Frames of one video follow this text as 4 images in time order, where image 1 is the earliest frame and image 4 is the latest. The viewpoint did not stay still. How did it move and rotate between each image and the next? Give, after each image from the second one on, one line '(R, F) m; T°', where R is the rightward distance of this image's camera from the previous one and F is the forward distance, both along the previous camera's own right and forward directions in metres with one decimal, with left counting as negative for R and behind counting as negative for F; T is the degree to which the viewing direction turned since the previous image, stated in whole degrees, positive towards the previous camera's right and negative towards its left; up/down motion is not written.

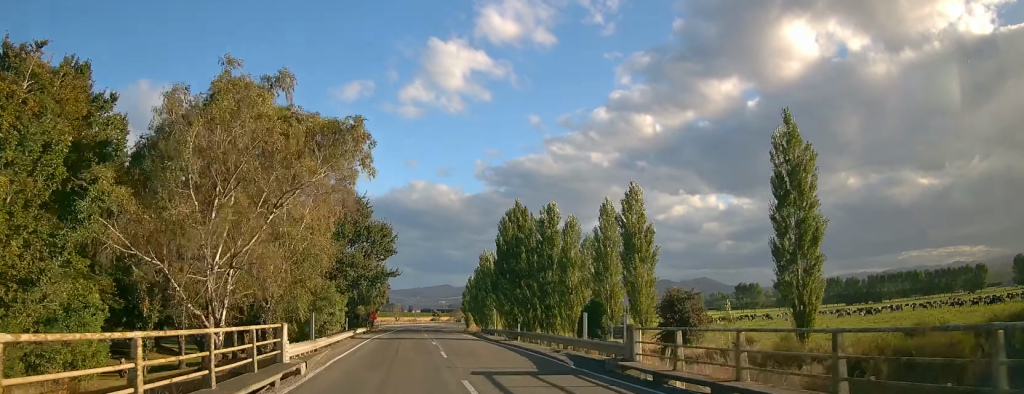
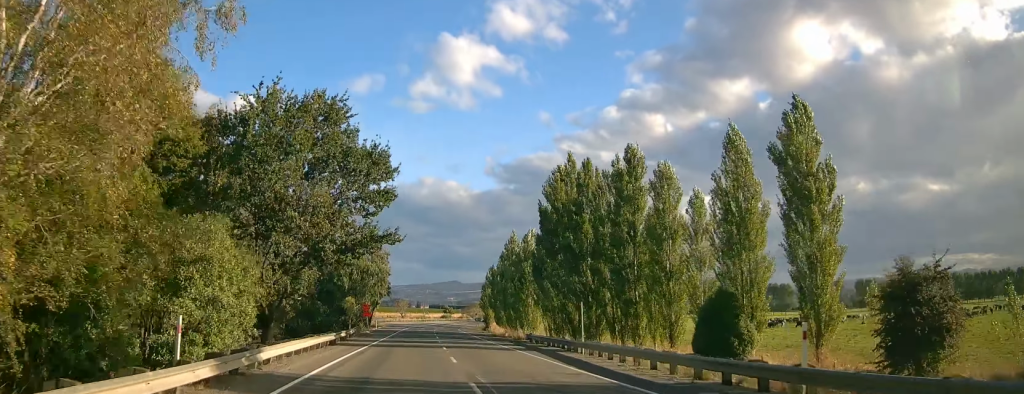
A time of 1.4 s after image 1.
(+1.3, +30.0) m; +1°
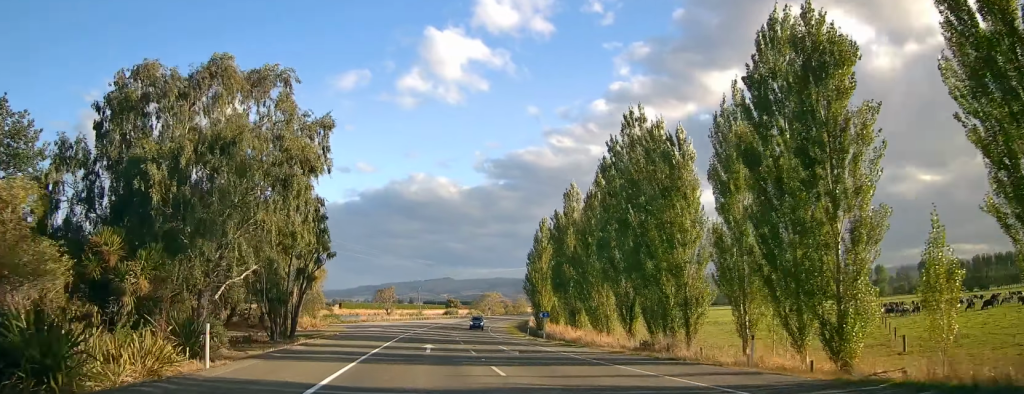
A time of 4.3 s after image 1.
(-1.2, +65.7) m; 0°
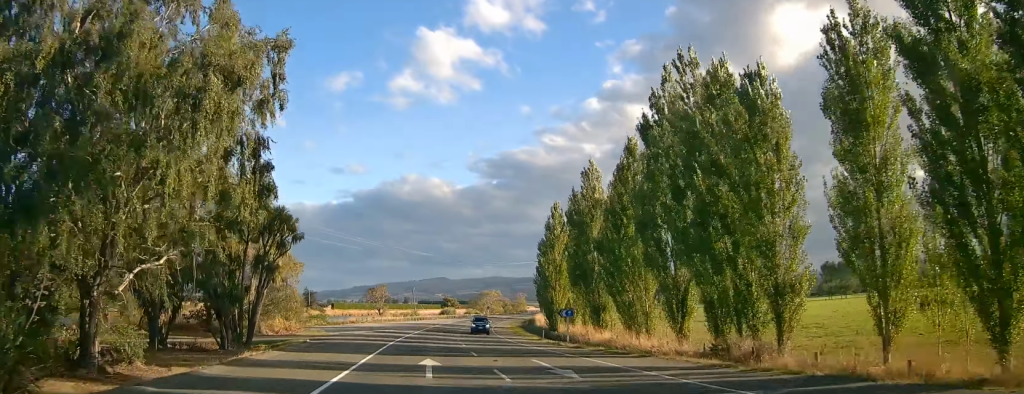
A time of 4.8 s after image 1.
(-0.5, +10.4) m; -1°
